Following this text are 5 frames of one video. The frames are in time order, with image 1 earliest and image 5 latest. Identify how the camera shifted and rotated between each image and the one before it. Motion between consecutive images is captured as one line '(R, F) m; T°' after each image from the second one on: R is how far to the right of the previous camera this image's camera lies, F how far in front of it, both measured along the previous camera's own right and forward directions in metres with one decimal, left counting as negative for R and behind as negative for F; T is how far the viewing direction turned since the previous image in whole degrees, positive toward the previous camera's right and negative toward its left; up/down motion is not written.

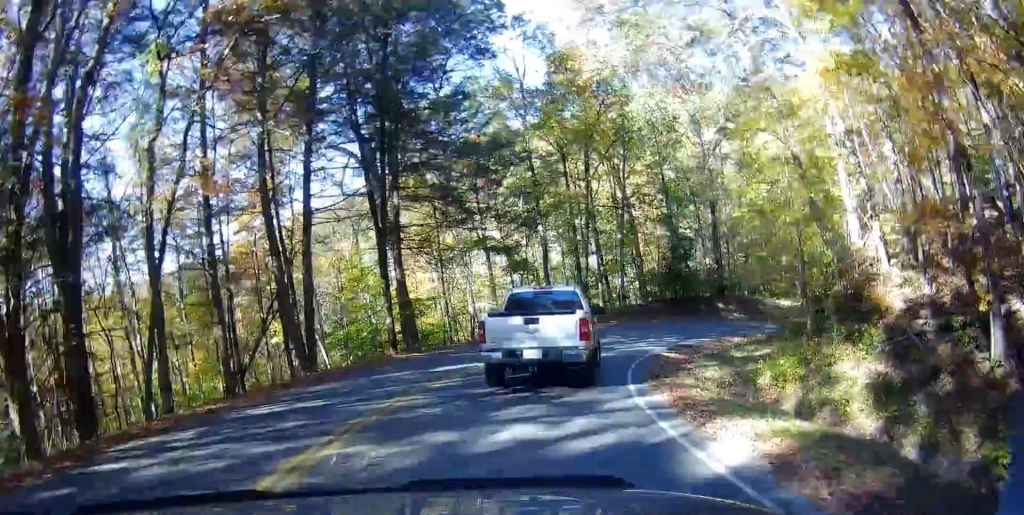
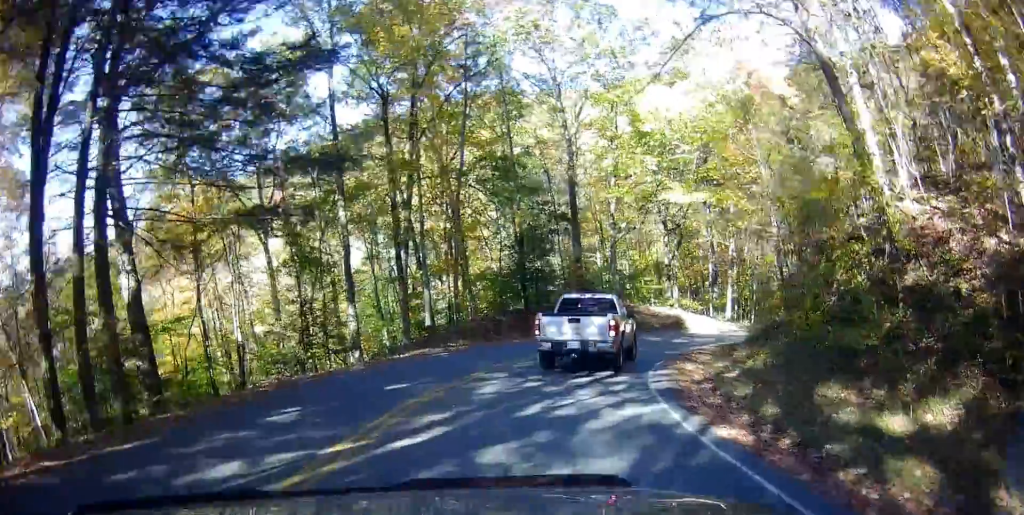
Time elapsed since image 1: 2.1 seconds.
(+4.7, +13.8) m; +30°
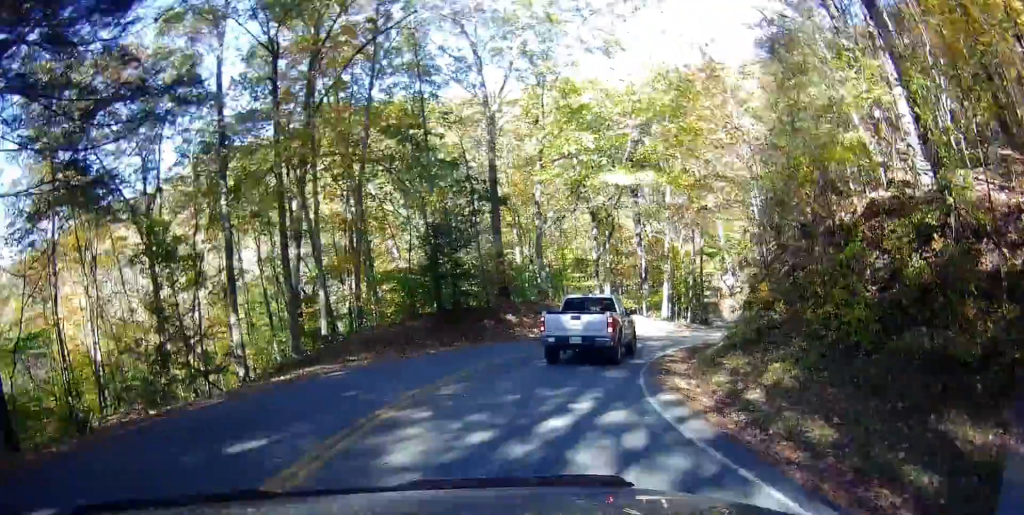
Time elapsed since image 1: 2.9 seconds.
(+0.5, +5.2) m; +13°
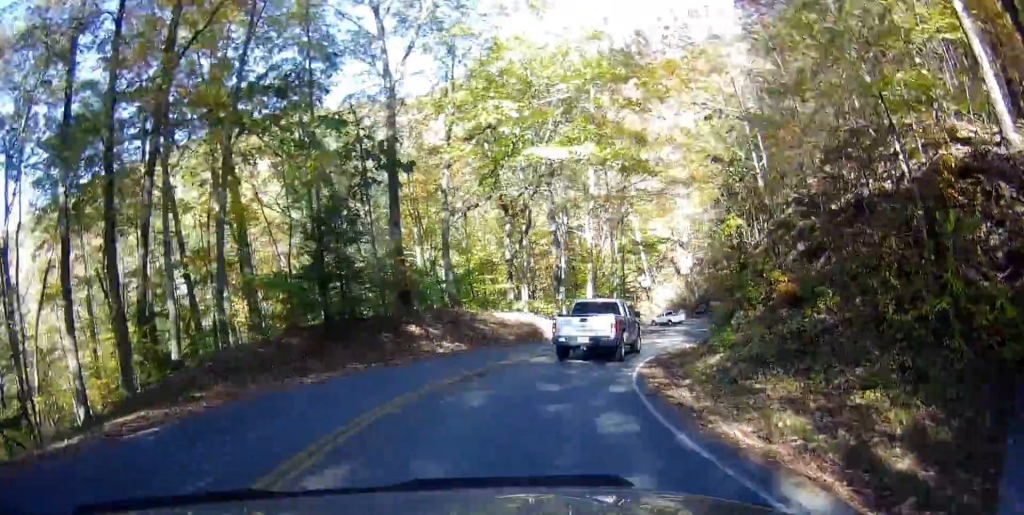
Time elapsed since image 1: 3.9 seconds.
(+1.0, +6.4) m; +9°
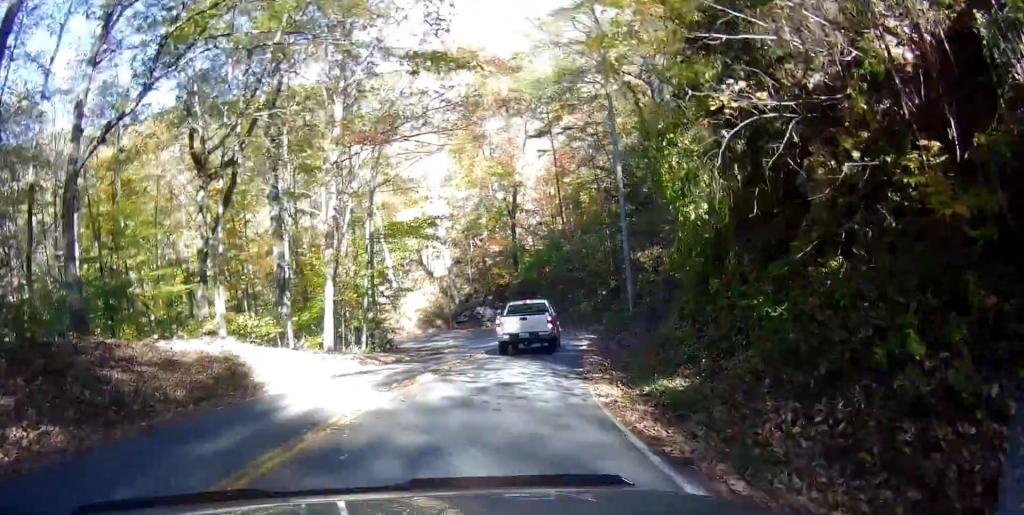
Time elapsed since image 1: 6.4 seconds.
(+1.5, +16.6) m; +11°
